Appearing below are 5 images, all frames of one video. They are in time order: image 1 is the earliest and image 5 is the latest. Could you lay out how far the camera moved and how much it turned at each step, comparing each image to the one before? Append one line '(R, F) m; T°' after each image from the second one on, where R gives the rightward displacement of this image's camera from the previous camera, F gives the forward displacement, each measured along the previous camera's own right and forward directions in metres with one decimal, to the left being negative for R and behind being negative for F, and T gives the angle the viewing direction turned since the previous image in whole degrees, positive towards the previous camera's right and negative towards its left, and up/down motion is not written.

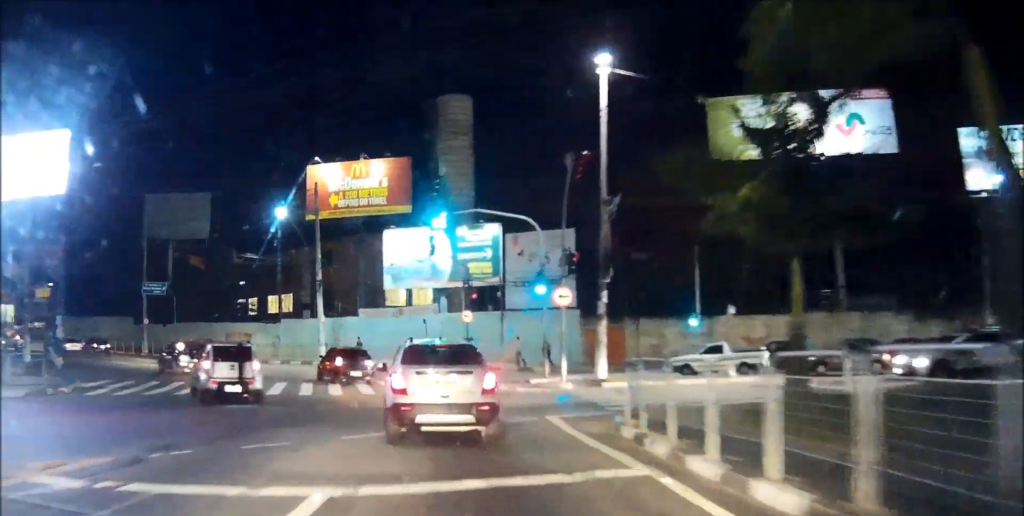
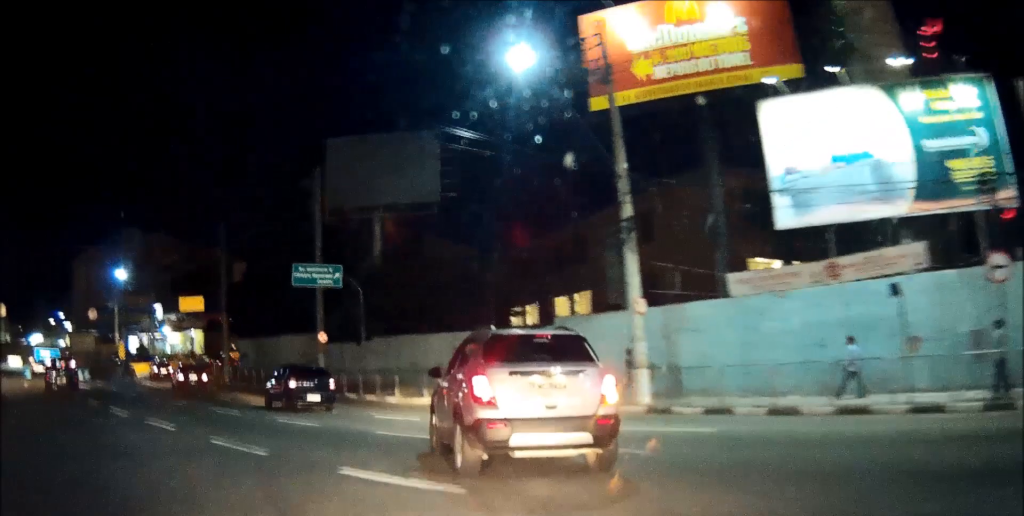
(-4.7, +28.2) m; -23°
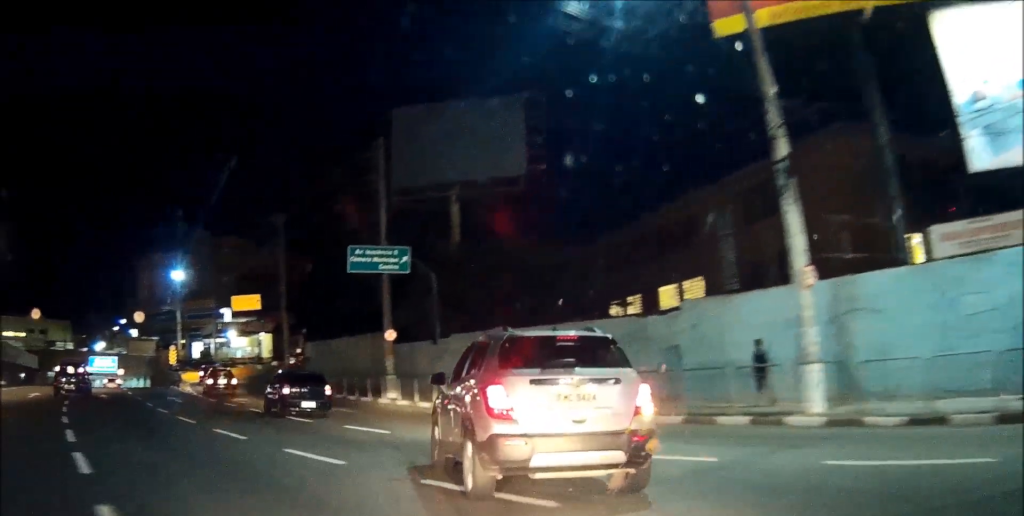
(-0.5, +6.5) m; -8°
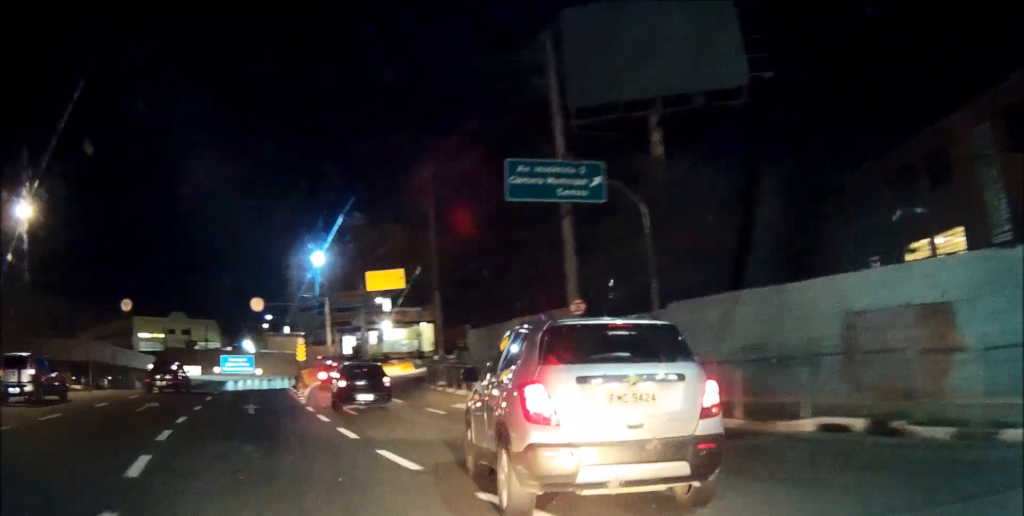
(-1.3, +11.1) m; -14°
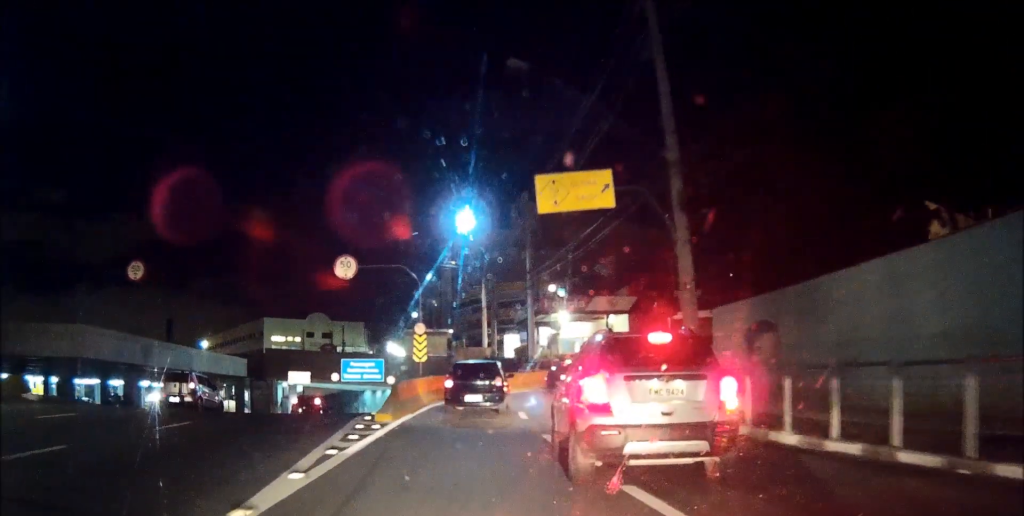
(-2.7, +21.4) m; -11°
